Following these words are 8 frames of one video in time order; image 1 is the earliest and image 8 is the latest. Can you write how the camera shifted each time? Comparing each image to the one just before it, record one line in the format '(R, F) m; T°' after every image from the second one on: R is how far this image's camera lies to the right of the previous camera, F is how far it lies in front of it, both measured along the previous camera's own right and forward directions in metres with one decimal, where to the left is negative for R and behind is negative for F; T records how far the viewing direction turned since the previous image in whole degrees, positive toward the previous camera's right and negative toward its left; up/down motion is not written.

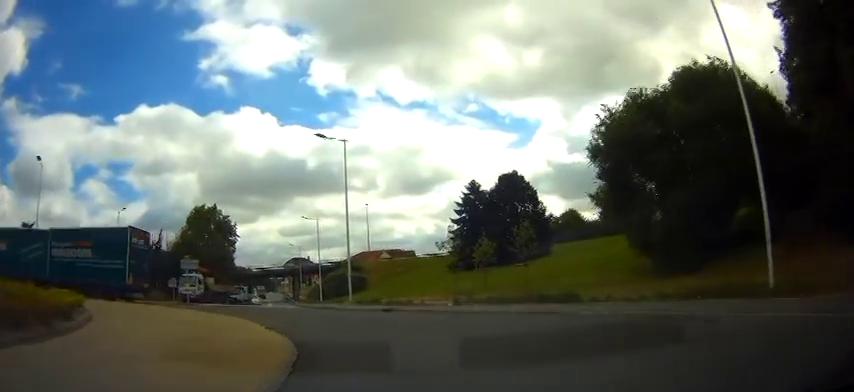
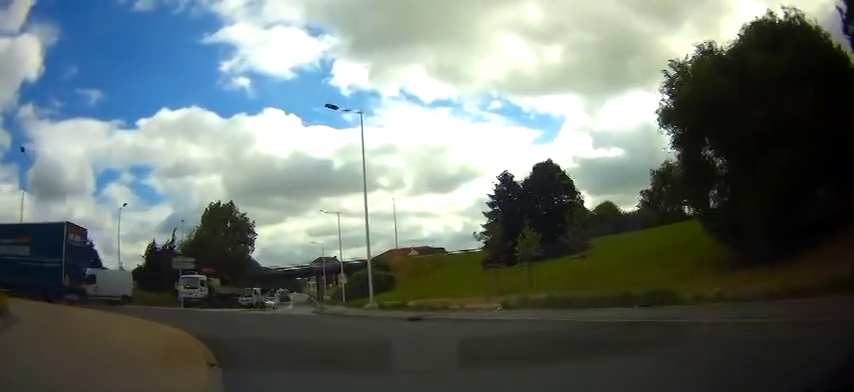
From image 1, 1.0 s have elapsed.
(-0.2, +2.6) m; -7°
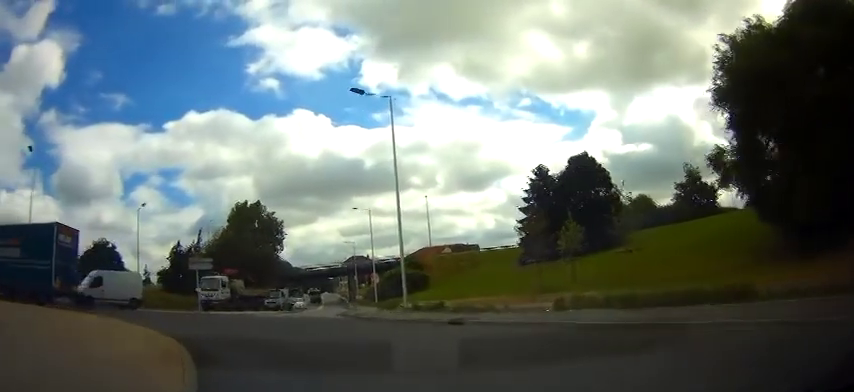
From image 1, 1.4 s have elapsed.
(-0.1, +1.2) m; -1°
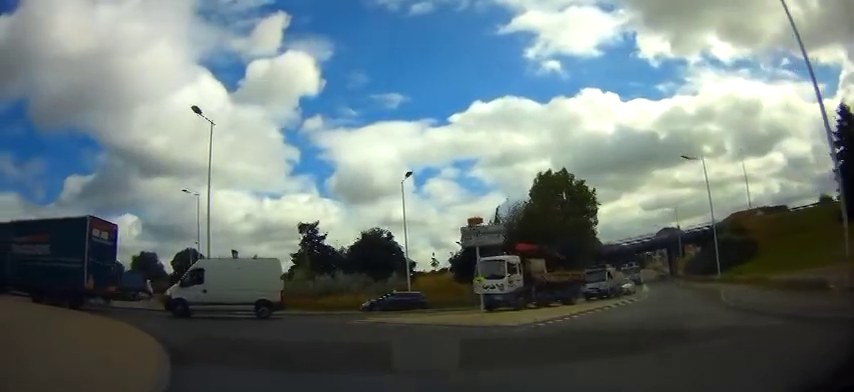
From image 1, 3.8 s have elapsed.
(-0.5, +8.4) m; -18°
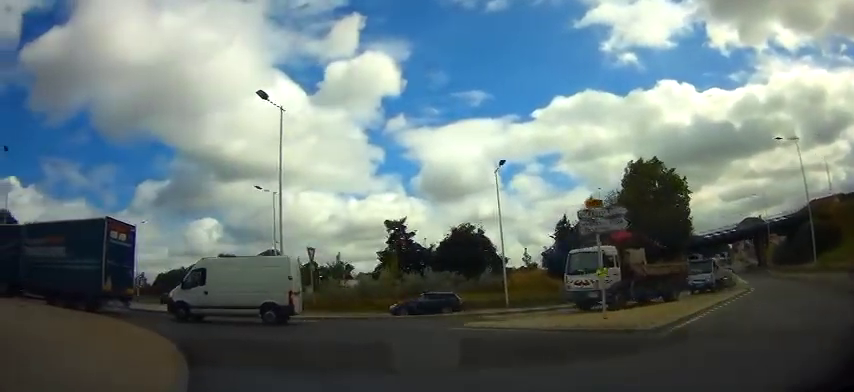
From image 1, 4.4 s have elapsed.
(-0.4, +3.4) m; -14°
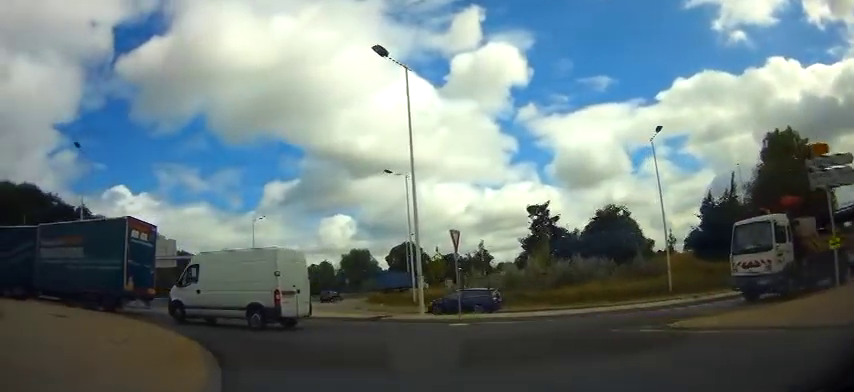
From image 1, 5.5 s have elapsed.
(-1.2, +5.7) m; -21°
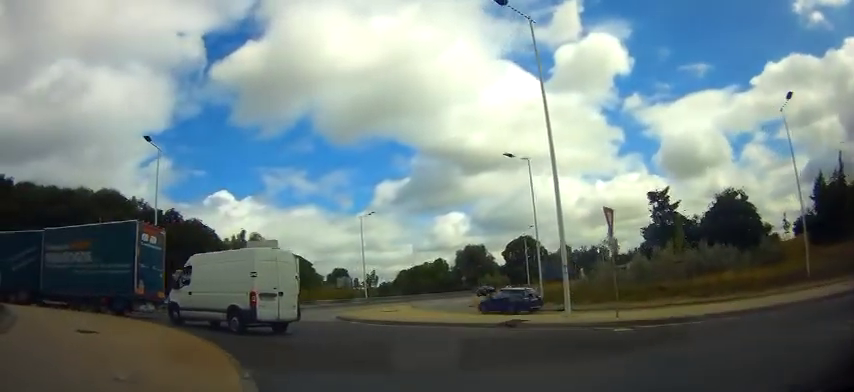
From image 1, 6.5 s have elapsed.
(-0.8, +5.0) m; -14°
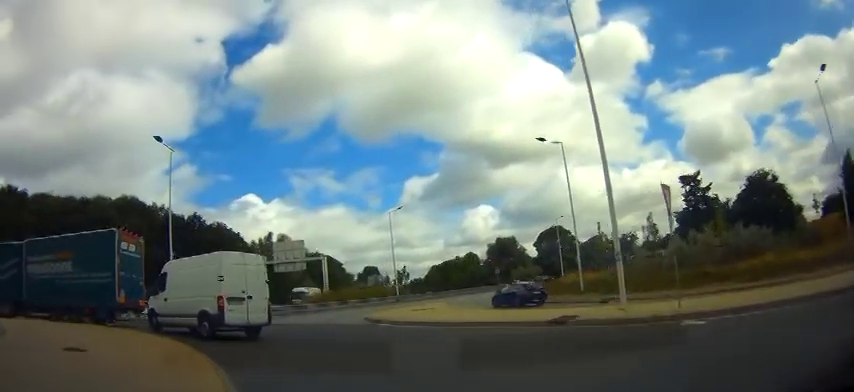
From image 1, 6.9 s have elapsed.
(-0.1, +2.3) m; -6°
